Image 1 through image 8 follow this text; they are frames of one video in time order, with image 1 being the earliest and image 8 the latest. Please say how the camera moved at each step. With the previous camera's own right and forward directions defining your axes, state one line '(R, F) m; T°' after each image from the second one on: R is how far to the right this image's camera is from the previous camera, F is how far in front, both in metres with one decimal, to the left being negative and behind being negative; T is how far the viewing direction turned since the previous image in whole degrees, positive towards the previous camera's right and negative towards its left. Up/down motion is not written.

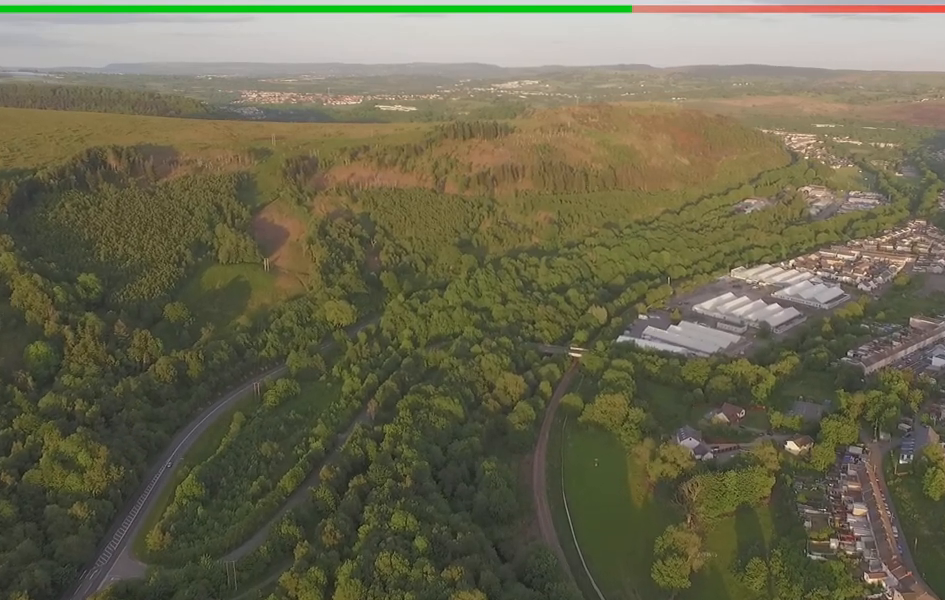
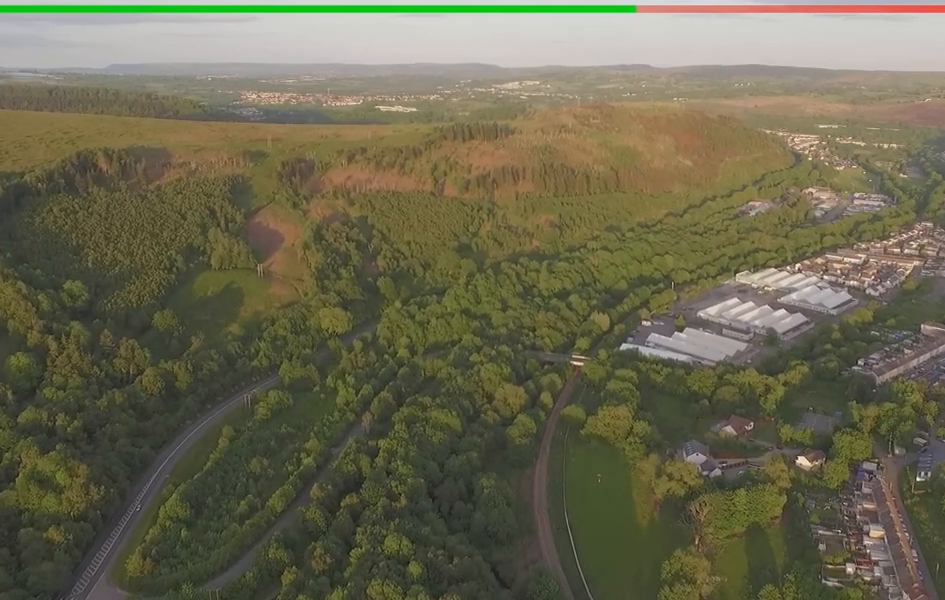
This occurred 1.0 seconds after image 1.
(+0.1, +16.3) m; 0°
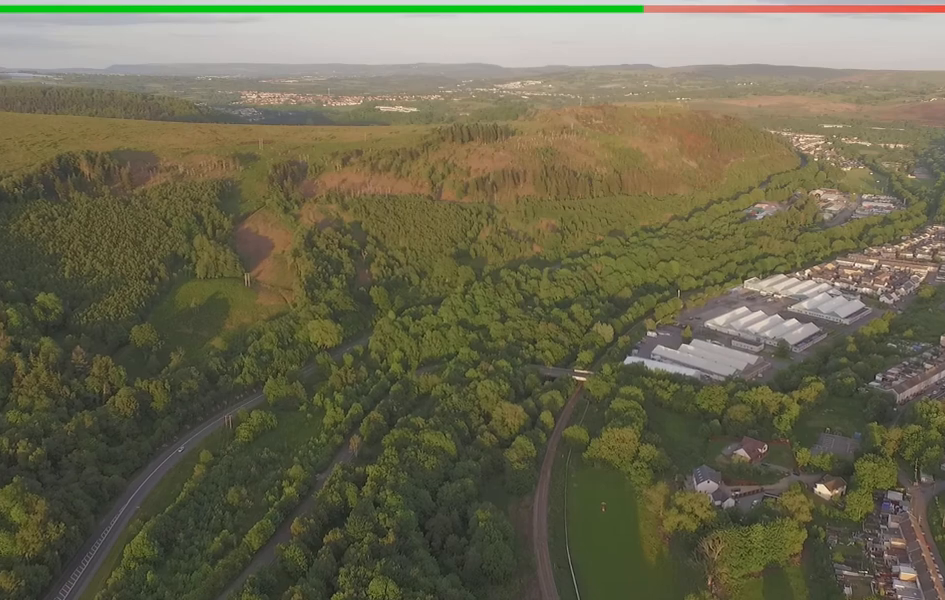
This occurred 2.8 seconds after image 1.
(-0.1, +27.6) m; 0°
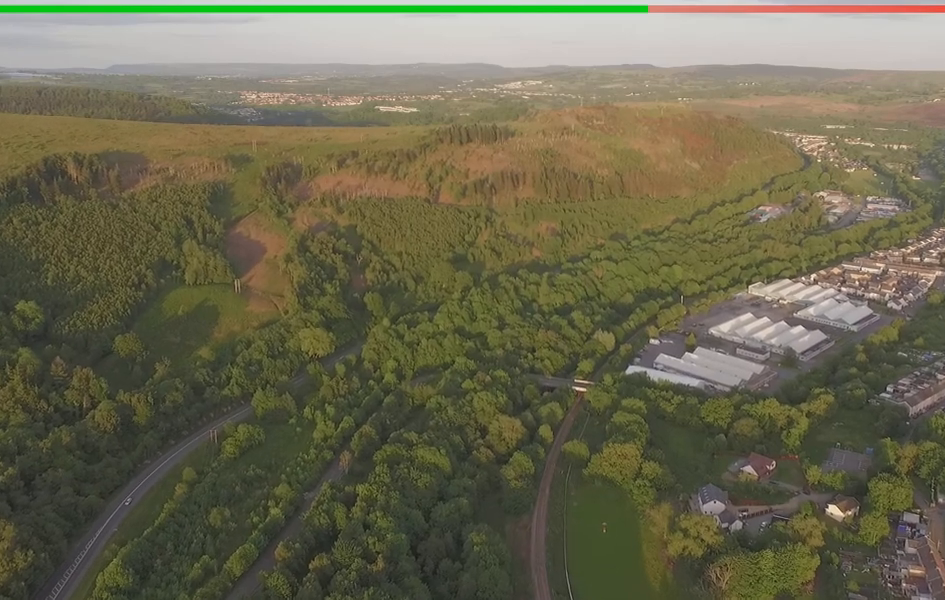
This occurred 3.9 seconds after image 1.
(0.0, +17.4) m; 0°
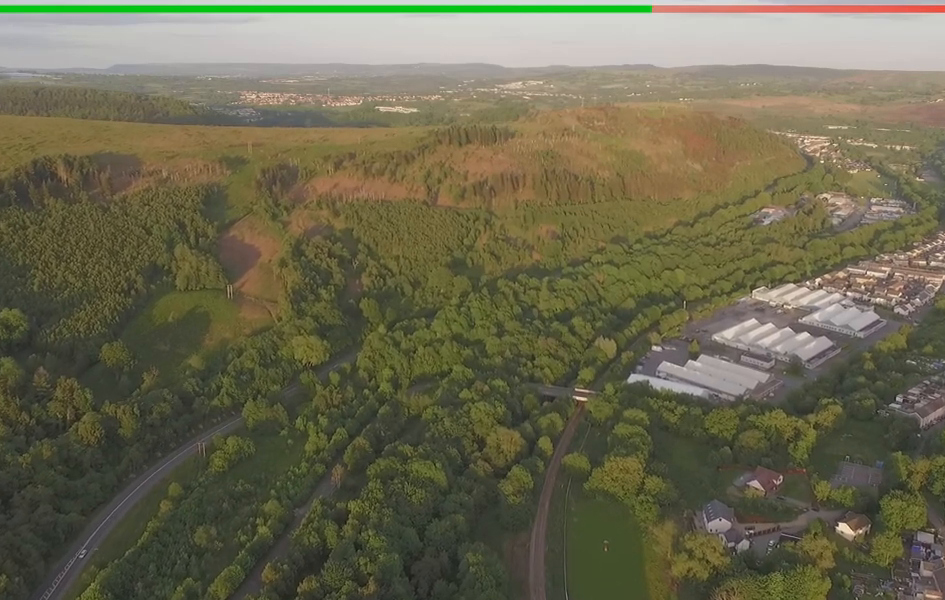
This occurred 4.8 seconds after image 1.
(0.0, +13.3) m; 0°
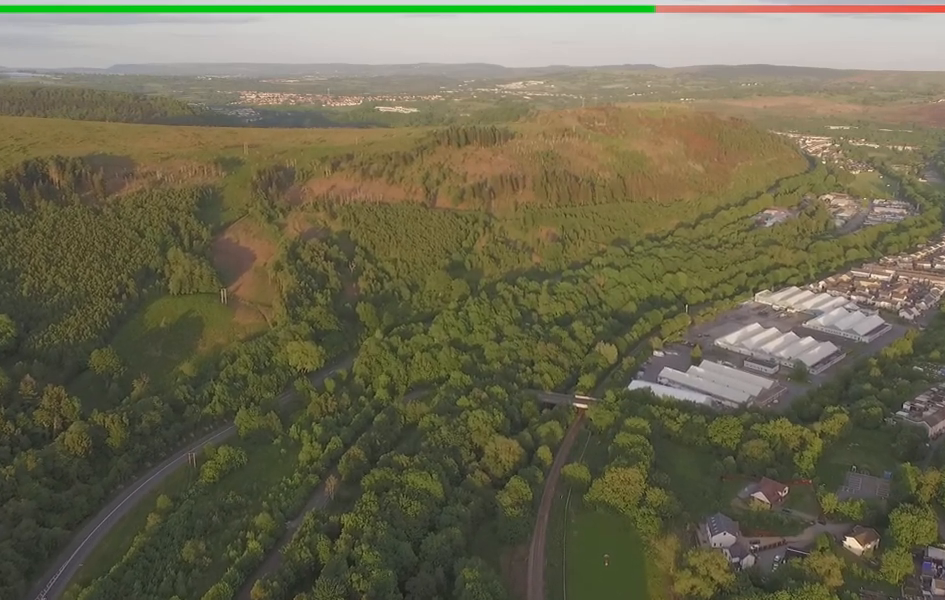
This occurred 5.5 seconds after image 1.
(0.0, +10.8) m; 0°
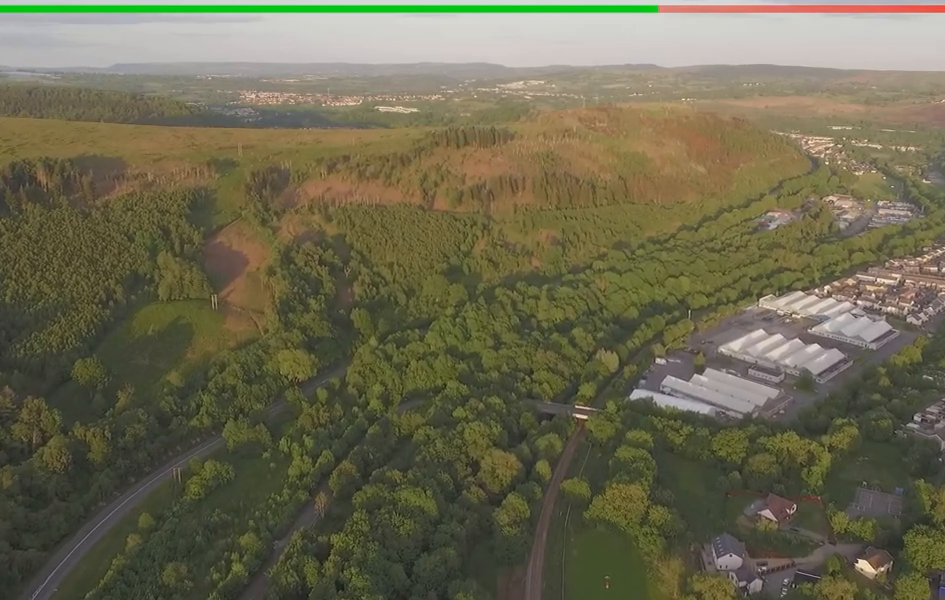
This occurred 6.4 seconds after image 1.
(0.0, +14.3) m; 0°
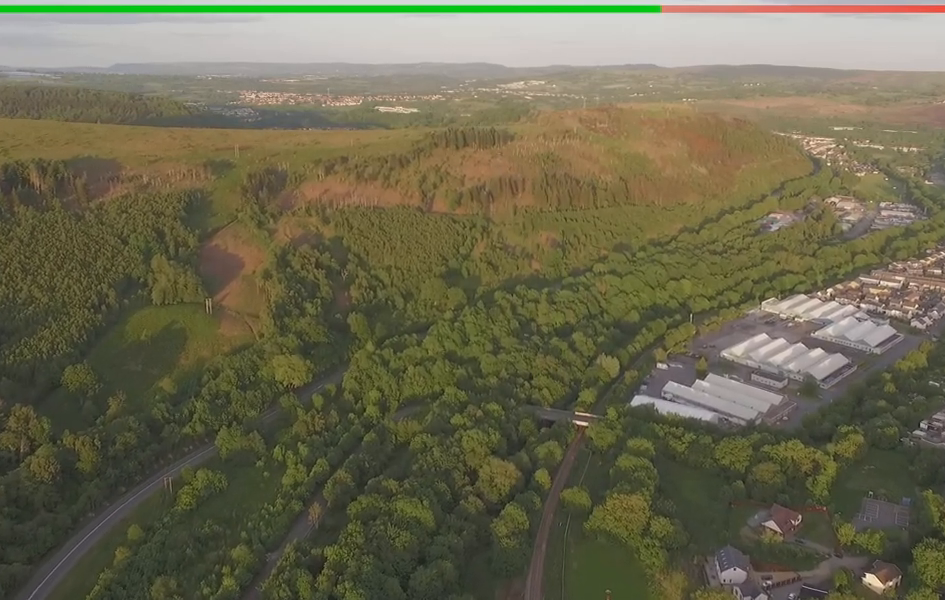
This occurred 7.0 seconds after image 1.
(0.0, +8.4) m; 0°
